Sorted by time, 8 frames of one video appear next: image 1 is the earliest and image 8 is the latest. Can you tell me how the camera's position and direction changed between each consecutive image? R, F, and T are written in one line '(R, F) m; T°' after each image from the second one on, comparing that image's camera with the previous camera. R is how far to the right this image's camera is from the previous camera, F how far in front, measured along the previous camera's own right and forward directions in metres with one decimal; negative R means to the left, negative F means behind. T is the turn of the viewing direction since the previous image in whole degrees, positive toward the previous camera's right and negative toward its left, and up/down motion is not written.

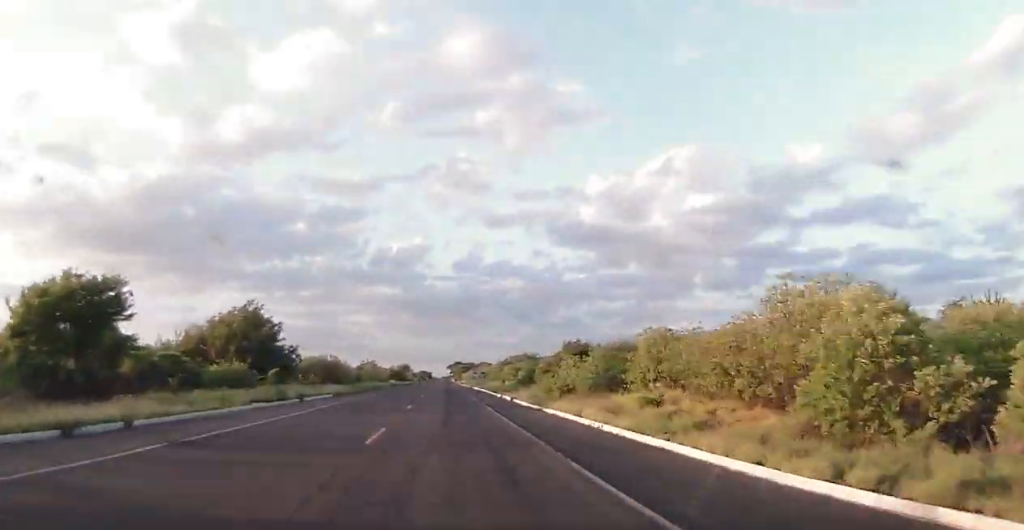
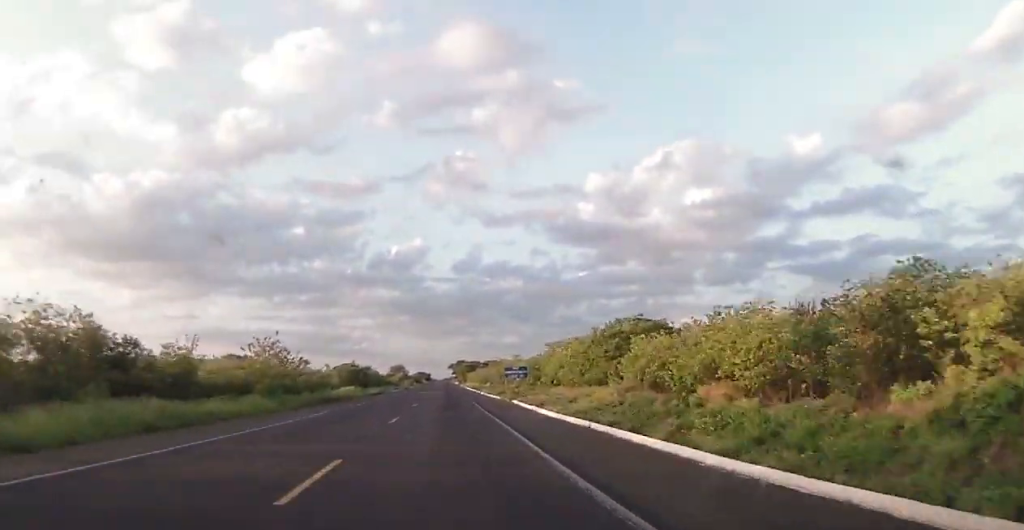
(+0.2, +63.4) m; 0°
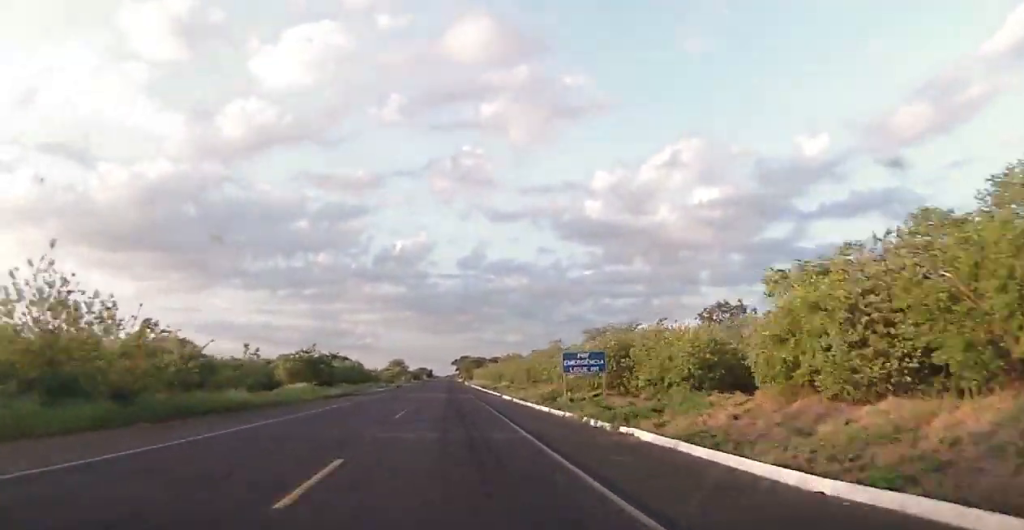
(+0.3, +28.4) m; 0°
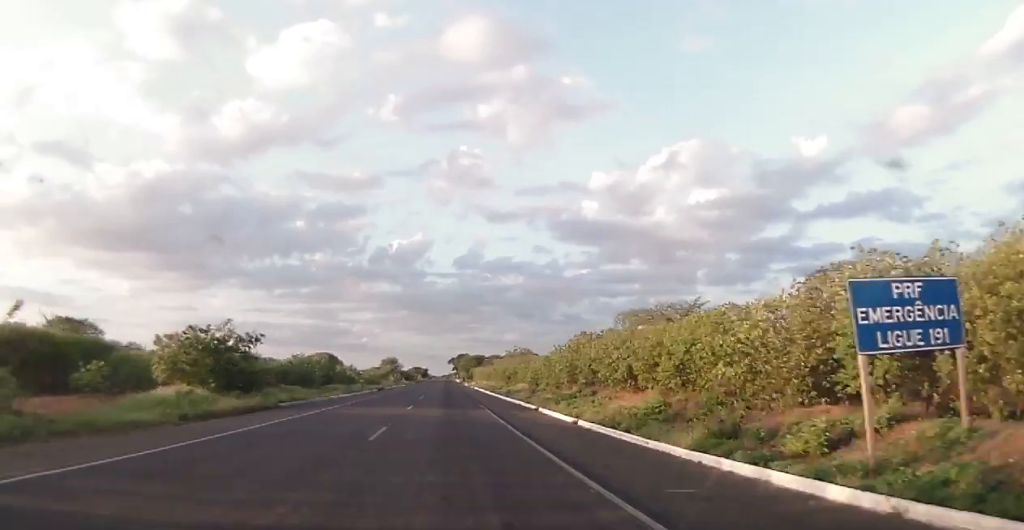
(-0.2, +23.6) m; 0°
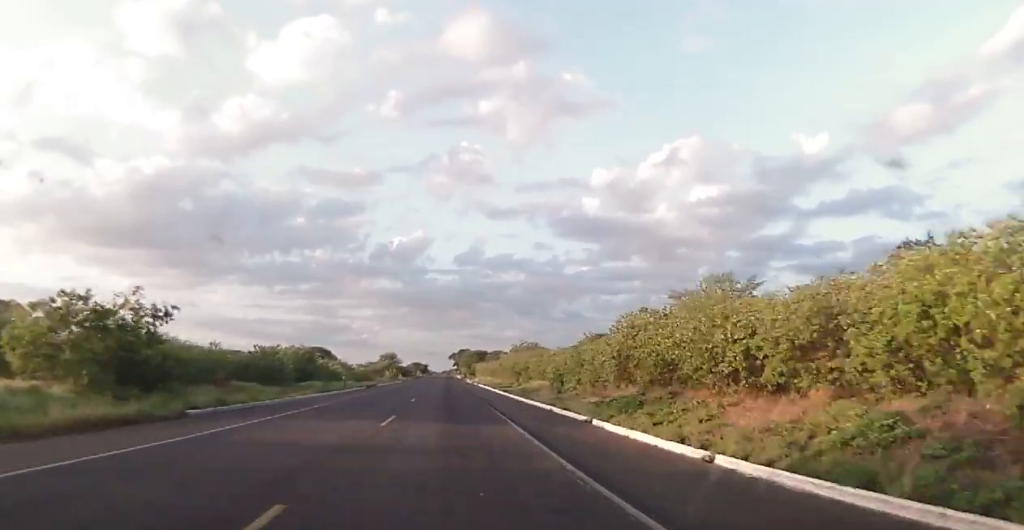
(-0.3, +11.8) m; 0°
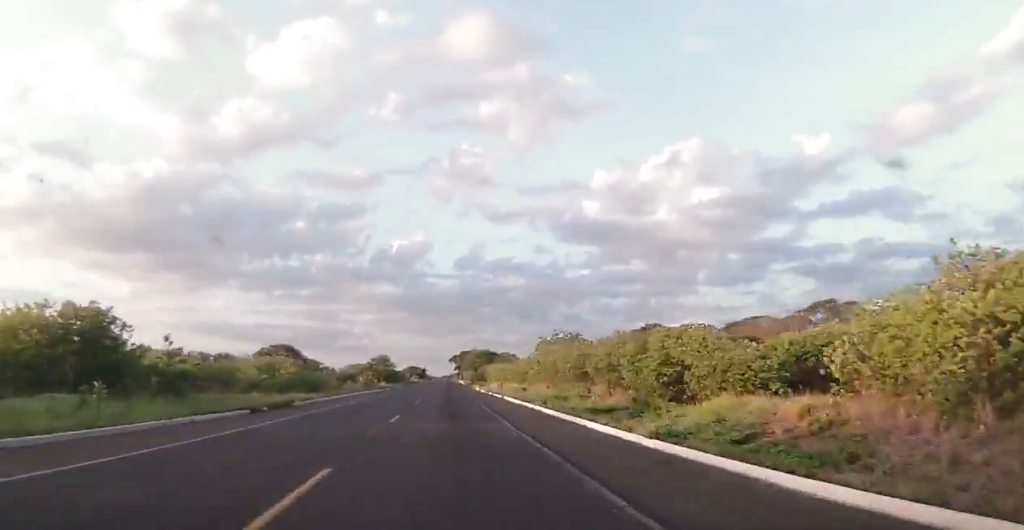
(+0.9, +40.3) m; +1°
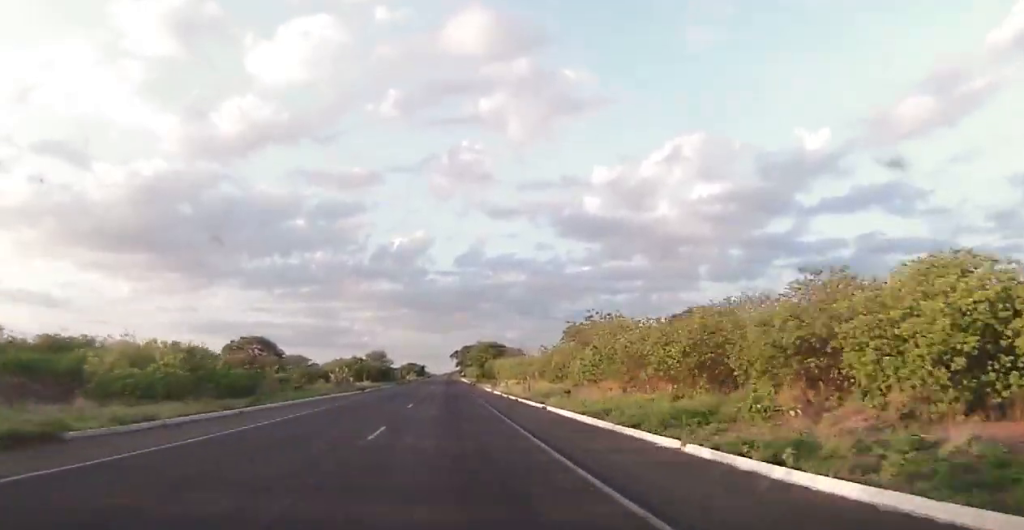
(+0.1, +21.6) m; -1°
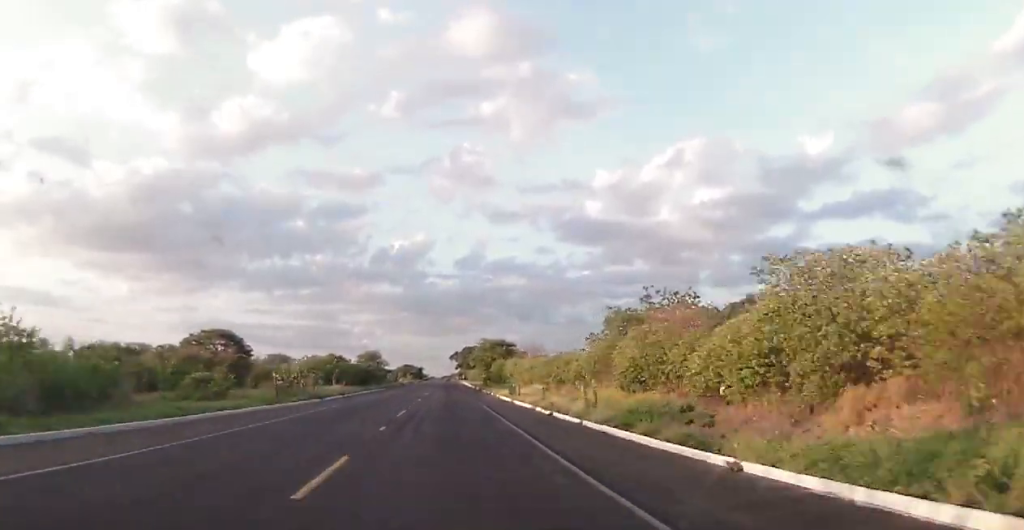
(-0.5, +20.7) m; 0°
